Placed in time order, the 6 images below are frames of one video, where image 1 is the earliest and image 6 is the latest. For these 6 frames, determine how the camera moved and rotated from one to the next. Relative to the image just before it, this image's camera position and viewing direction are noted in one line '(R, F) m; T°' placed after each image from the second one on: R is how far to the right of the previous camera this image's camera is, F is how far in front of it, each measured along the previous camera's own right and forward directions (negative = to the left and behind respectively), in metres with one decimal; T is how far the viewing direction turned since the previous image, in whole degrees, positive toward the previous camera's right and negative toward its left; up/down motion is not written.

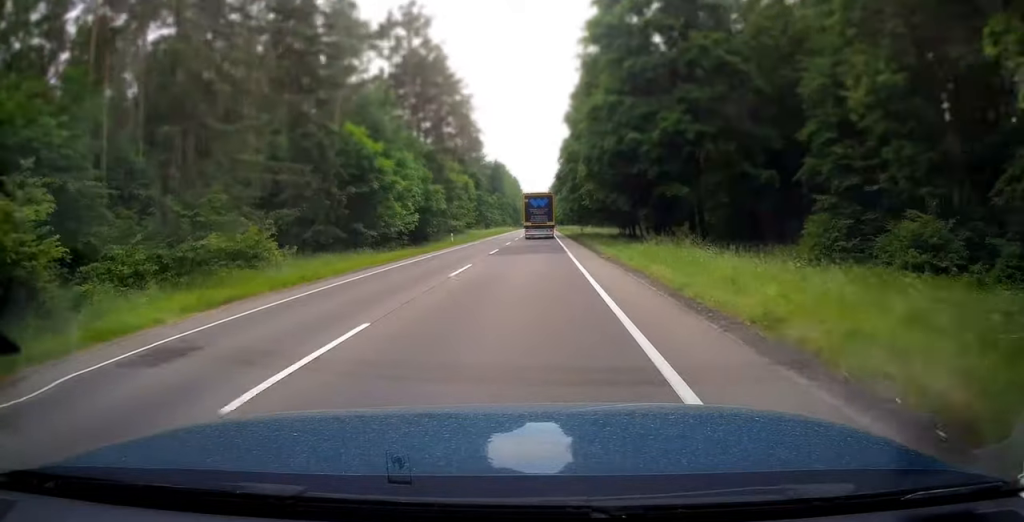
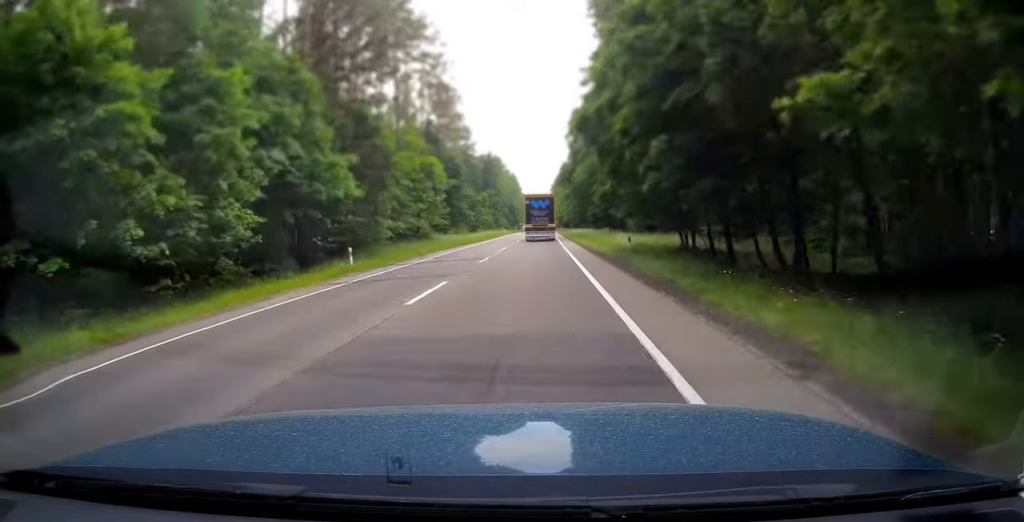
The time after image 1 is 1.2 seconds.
(+0.1, +29.4) m; 0°
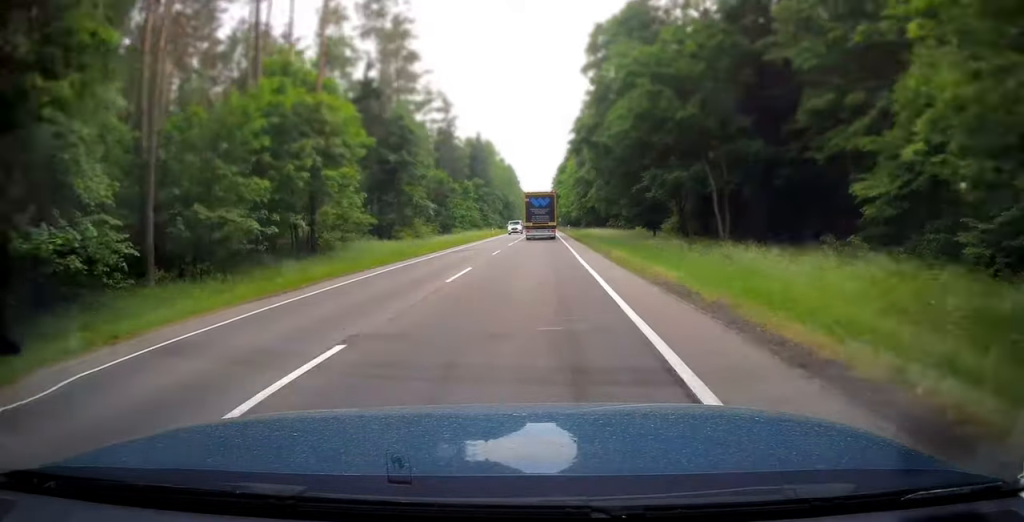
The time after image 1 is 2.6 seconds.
(+0.1, +31.7) m; 0°
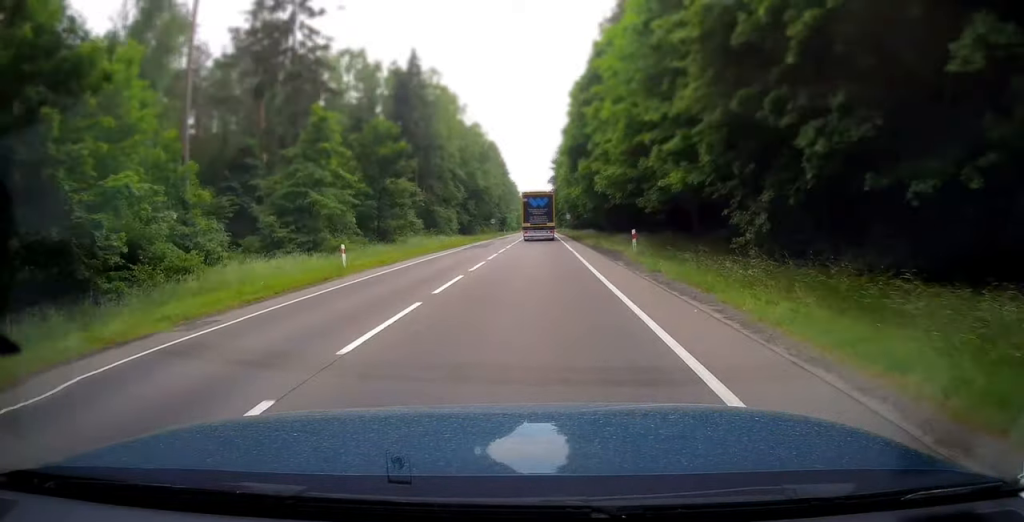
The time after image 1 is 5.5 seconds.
(0.0, +68.7) m; 0°
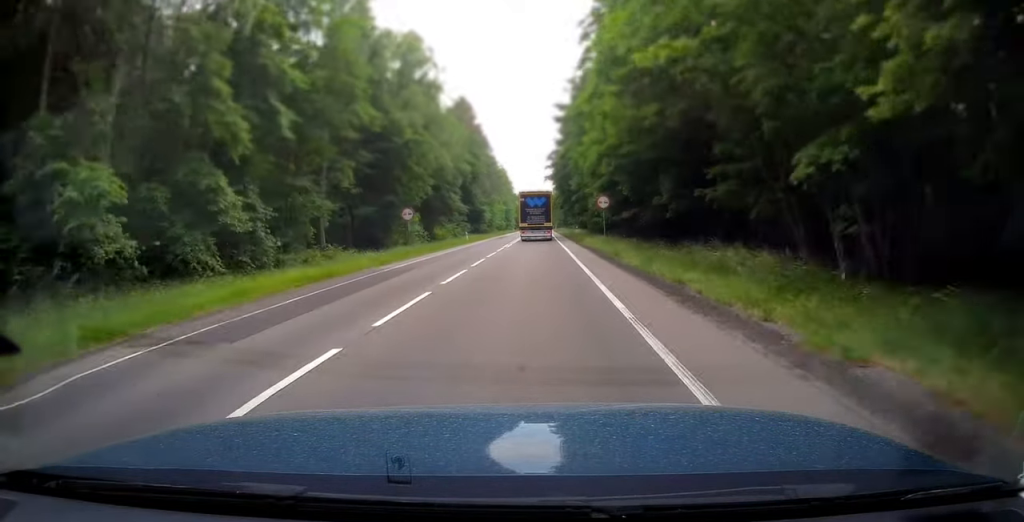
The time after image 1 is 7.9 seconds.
(+0.1, +58.1) m; 0°
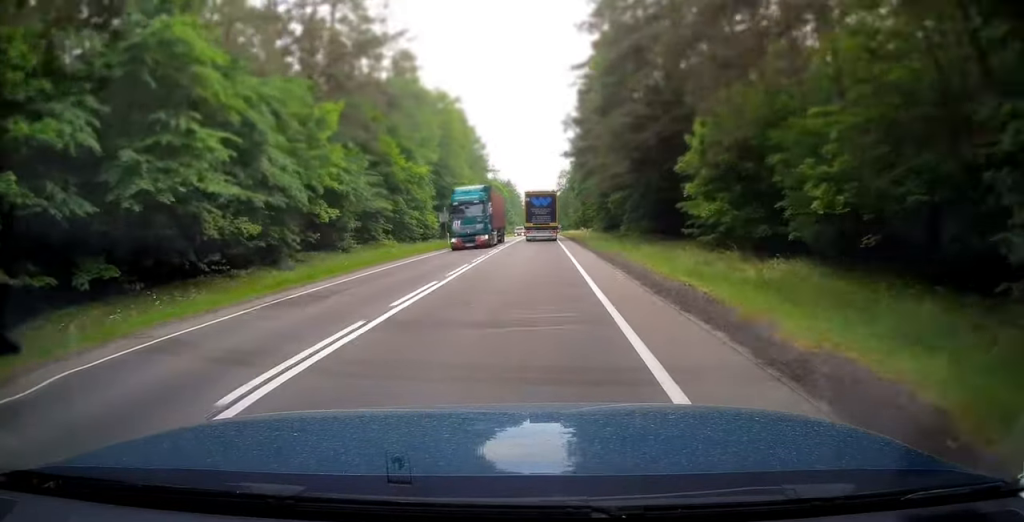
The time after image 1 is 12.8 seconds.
(0.0, +113.1) m; 0°
